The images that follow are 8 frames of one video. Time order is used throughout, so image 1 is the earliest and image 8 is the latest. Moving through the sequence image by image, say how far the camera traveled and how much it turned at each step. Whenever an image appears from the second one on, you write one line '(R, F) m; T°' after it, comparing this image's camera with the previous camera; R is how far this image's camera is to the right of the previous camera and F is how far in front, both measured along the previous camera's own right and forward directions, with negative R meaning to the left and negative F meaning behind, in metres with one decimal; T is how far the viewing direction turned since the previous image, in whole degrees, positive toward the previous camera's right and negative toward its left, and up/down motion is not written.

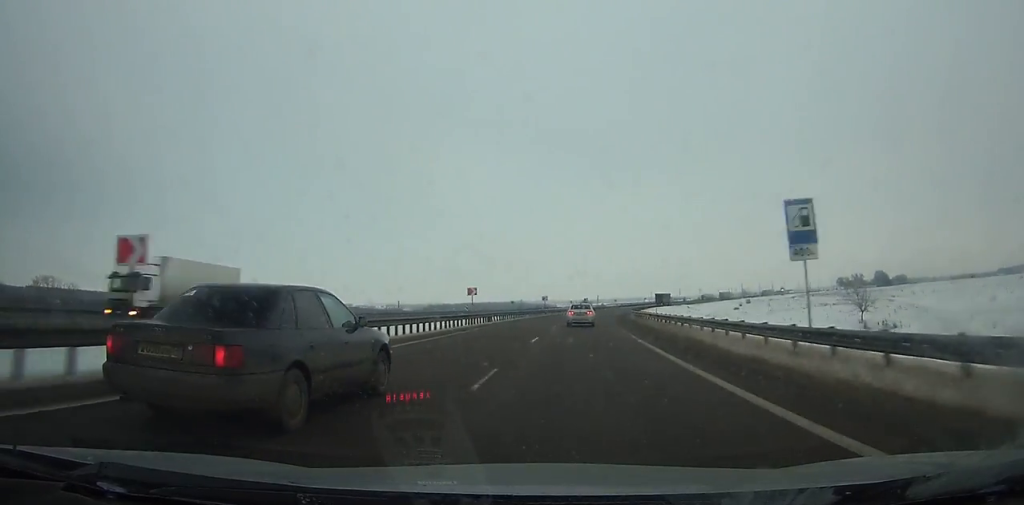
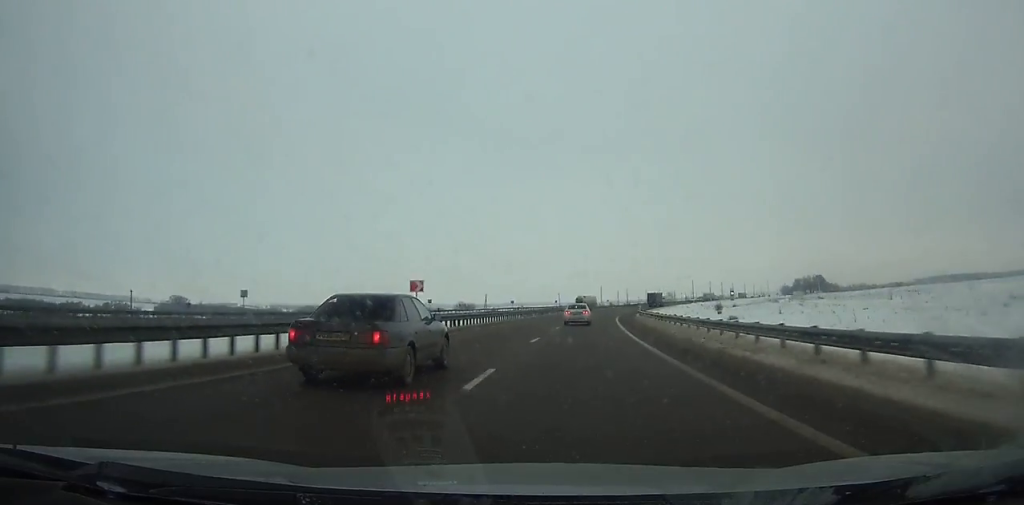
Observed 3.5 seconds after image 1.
(+7.6, +94.1) m; +10°
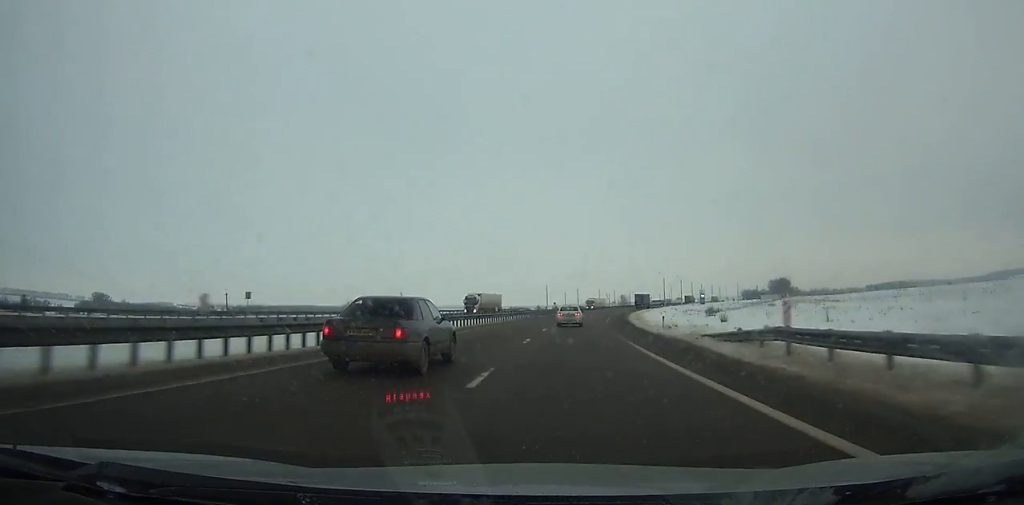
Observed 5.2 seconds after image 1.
(+2.1, +46.0) m; +4°
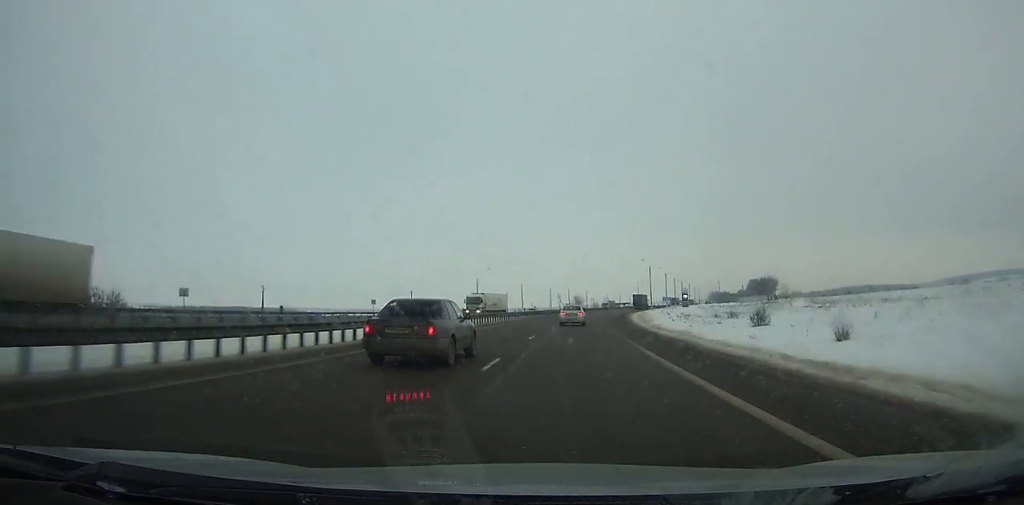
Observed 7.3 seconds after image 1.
(+1.8, +57.1) m; +5°
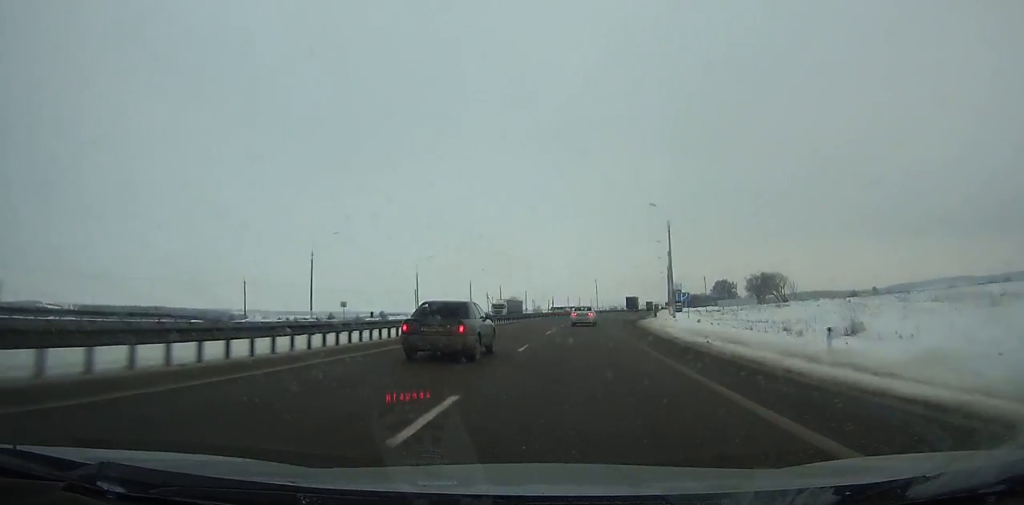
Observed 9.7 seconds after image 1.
(+3.7, +65.3) m; +6°
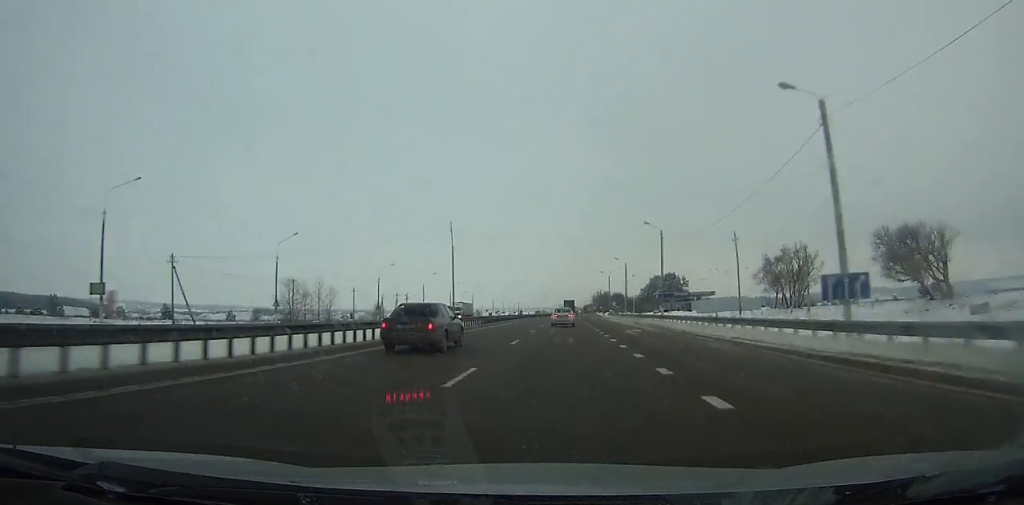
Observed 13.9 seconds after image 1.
(+9.4, +114.1) m; +7°
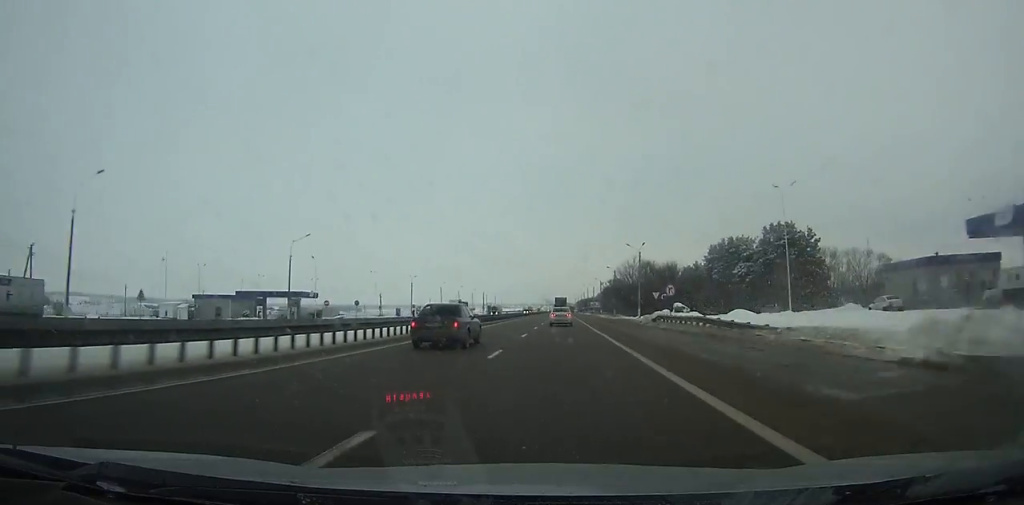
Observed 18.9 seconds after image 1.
(+3.0, +137.1) m; +2°
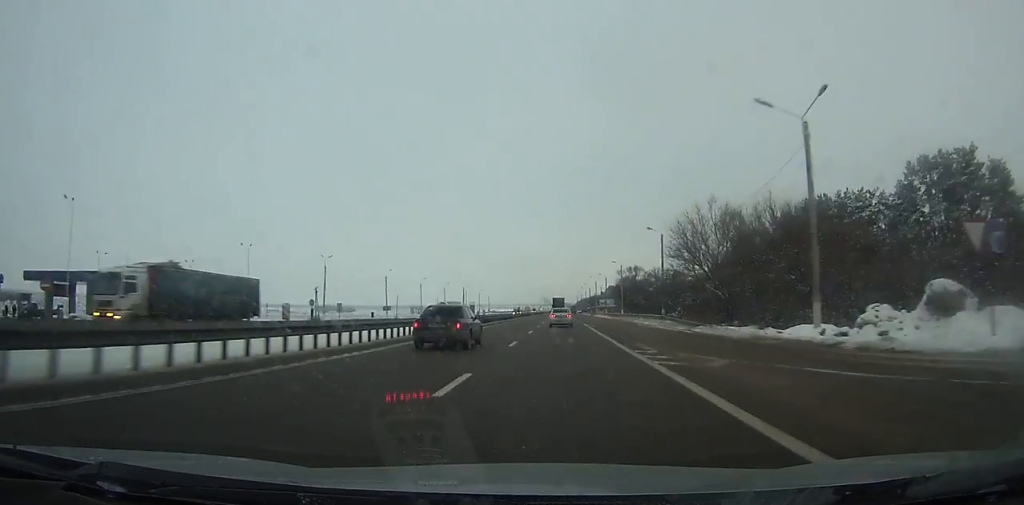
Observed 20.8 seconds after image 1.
(0.0, +52.8) m; 0°
